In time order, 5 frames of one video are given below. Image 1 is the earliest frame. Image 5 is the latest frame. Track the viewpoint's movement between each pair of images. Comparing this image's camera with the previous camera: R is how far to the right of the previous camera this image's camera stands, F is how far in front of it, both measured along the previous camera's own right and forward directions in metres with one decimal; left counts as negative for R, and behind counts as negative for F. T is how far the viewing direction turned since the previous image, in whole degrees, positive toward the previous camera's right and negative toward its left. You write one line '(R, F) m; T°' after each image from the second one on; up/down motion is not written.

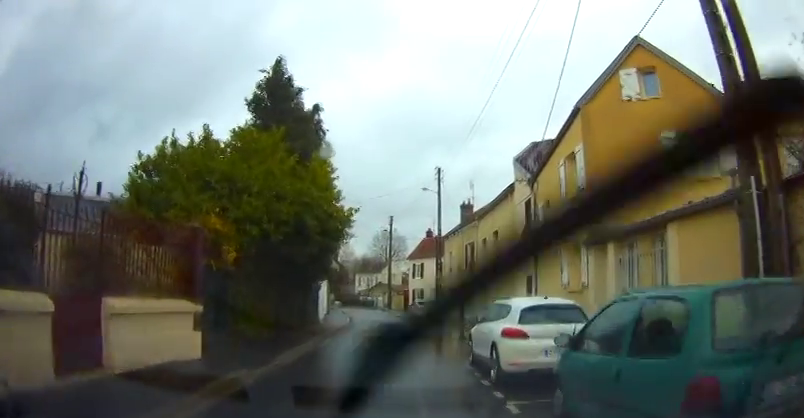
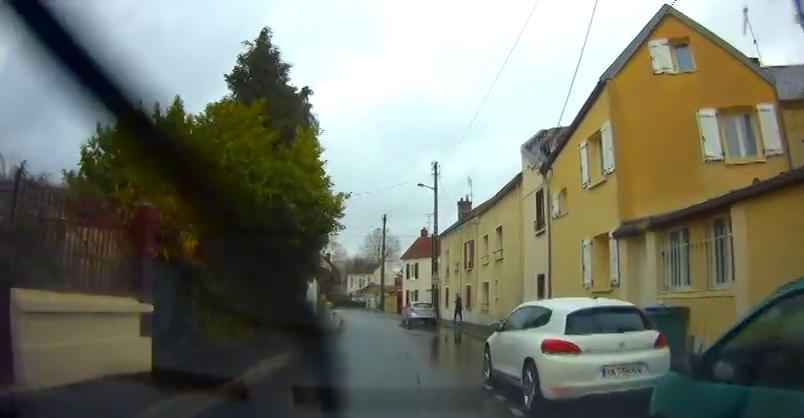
(0.0, +2.1) m; +3°
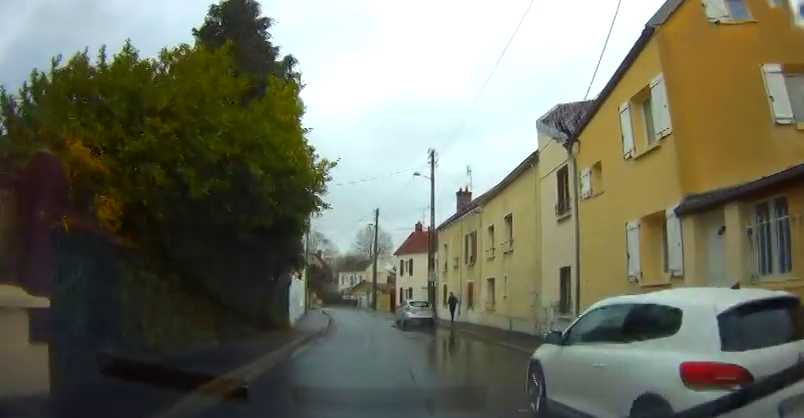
(0.0, +2.8) m; +4°
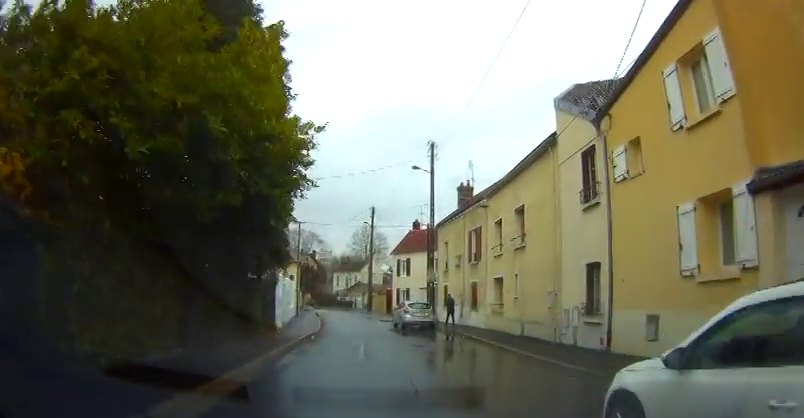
(+0.2, +2.1) m; +1°
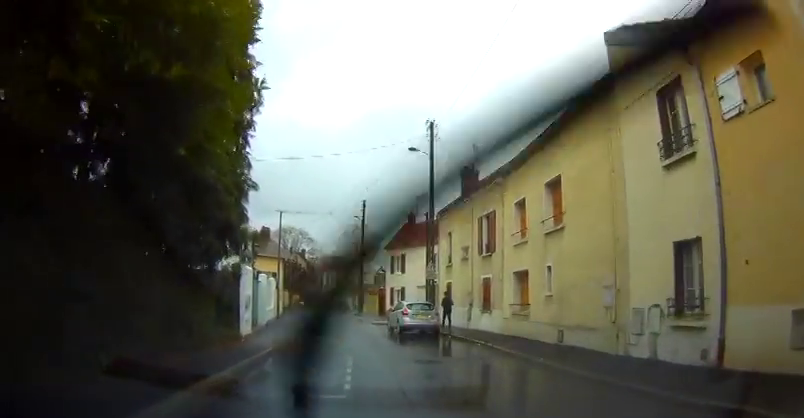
(-0.1, +4.2) m; +1°
